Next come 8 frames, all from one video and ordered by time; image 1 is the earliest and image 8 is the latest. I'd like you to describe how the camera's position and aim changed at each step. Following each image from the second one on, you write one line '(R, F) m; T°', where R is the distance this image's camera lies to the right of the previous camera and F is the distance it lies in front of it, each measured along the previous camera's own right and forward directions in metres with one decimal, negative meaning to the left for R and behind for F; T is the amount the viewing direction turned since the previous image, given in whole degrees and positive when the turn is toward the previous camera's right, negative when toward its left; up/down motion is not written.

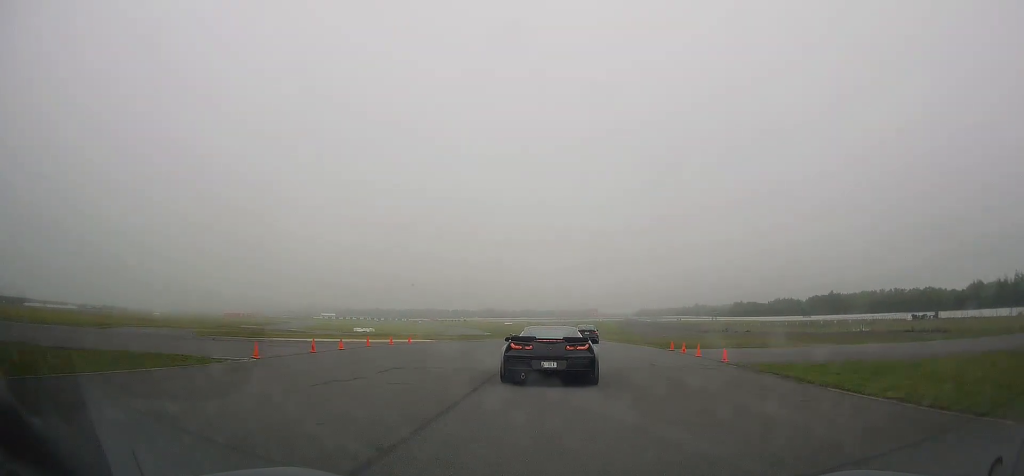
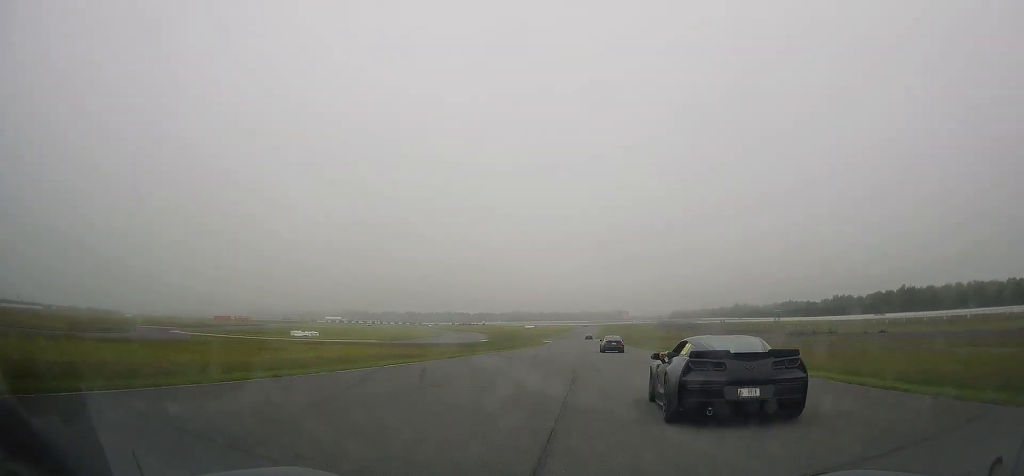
(-0.6, +56.5) m; -1°
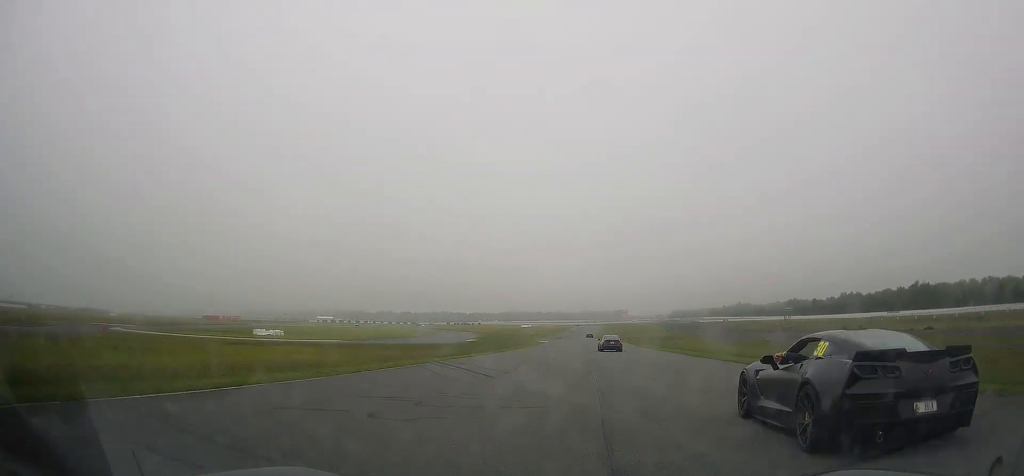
(-0.1, +14.5) m; 0°
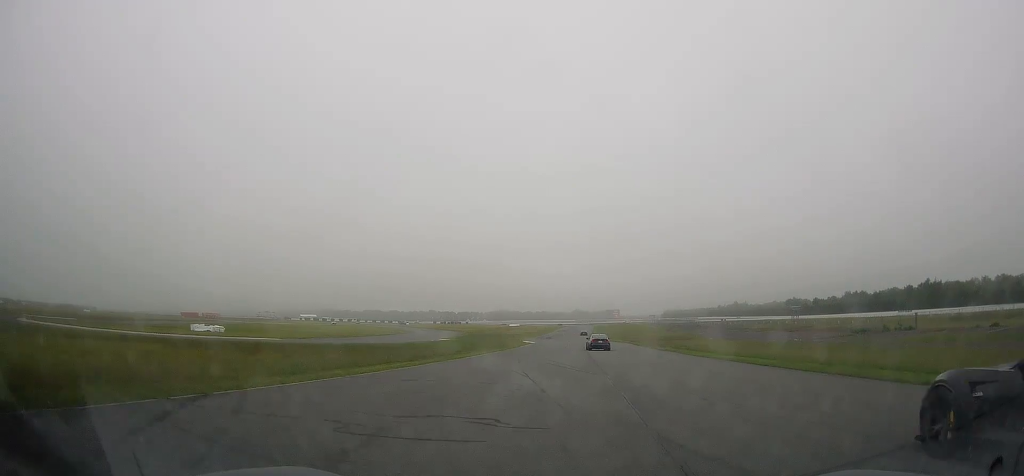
(0.0, +17.2) m; 0°
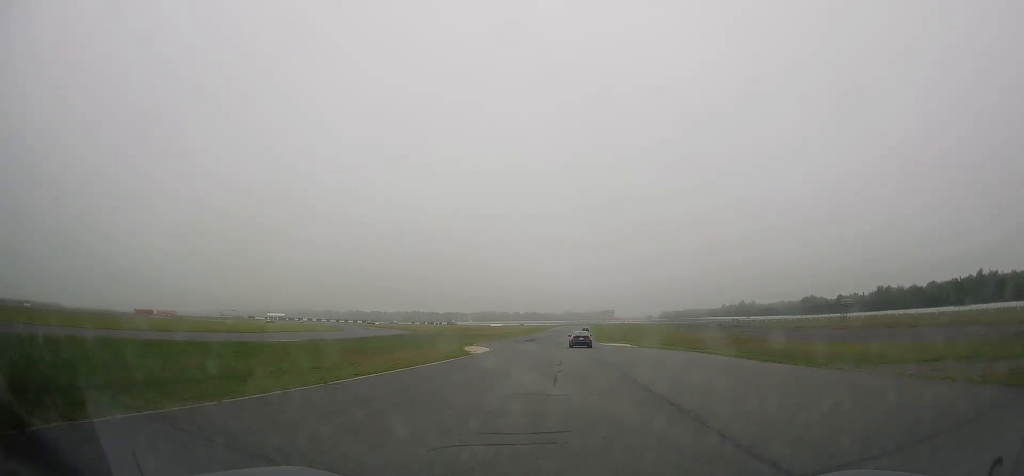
(+0.5, +47.0) m; +1°
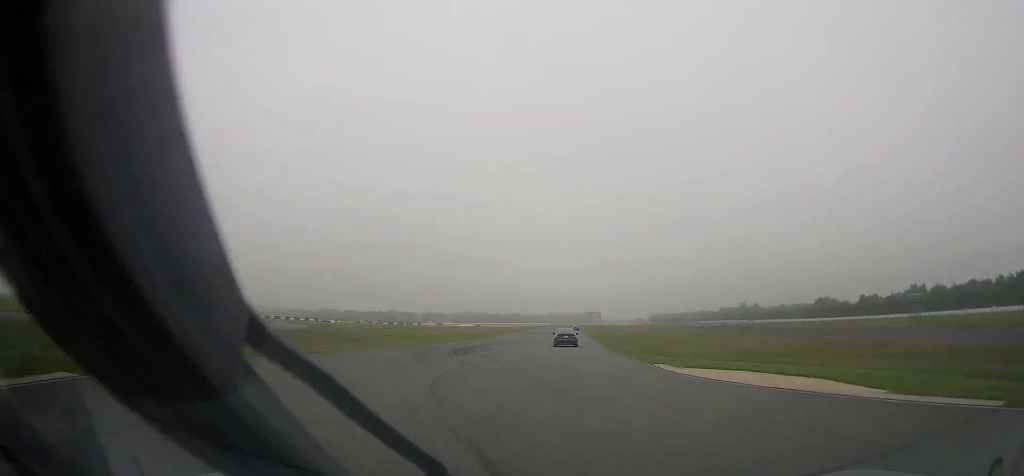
(-0.1, +45.5) m; +1°
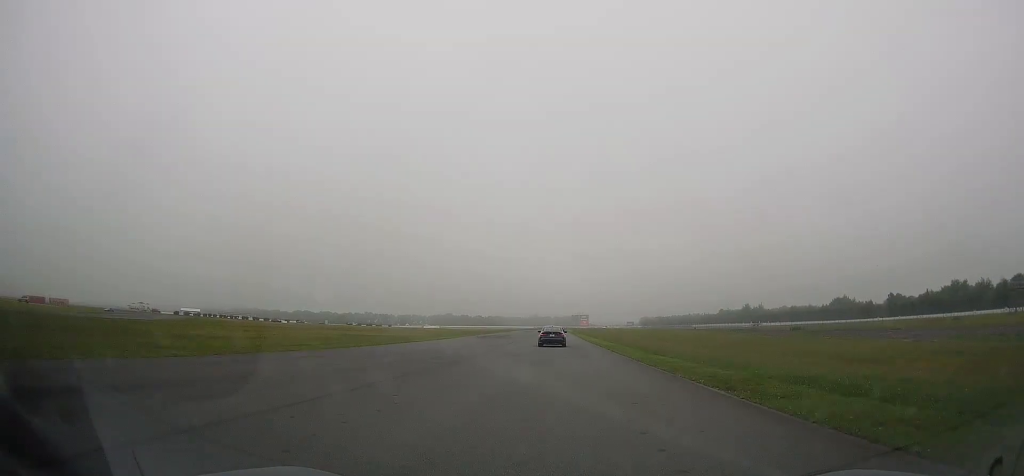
(+0.7, +41.8) m; +2°
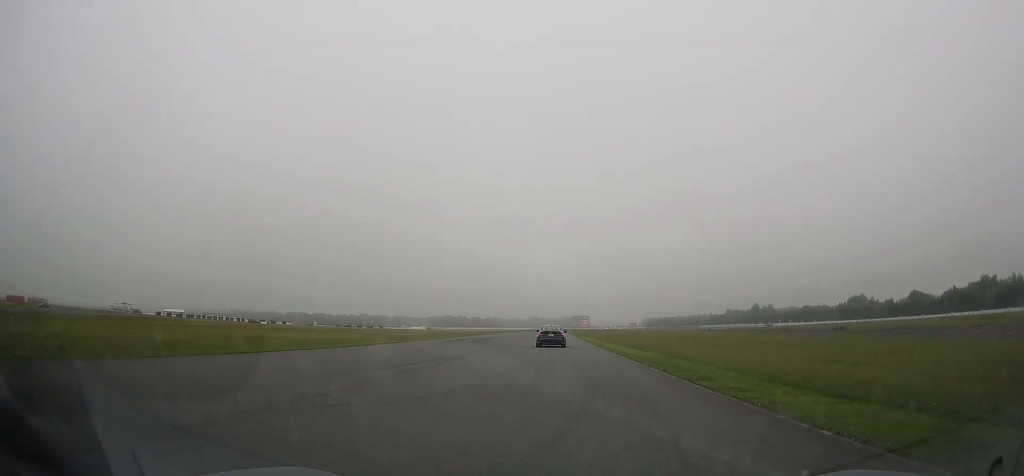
(+0.2, +19.9) m; 0°
